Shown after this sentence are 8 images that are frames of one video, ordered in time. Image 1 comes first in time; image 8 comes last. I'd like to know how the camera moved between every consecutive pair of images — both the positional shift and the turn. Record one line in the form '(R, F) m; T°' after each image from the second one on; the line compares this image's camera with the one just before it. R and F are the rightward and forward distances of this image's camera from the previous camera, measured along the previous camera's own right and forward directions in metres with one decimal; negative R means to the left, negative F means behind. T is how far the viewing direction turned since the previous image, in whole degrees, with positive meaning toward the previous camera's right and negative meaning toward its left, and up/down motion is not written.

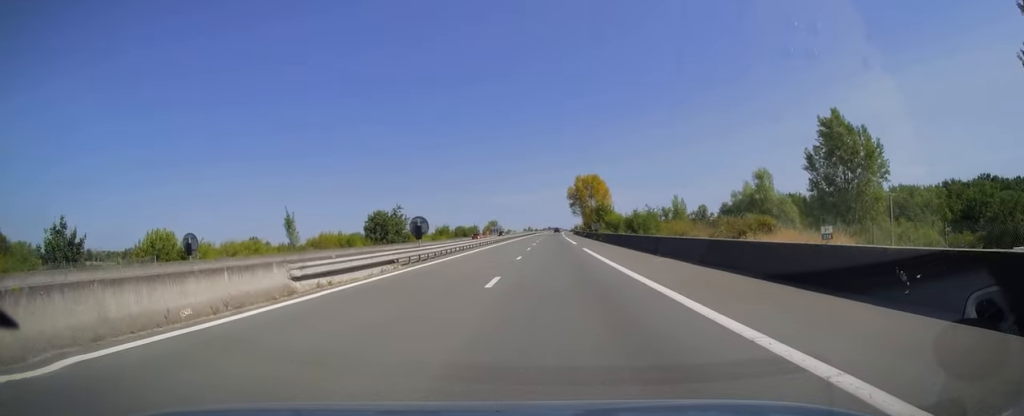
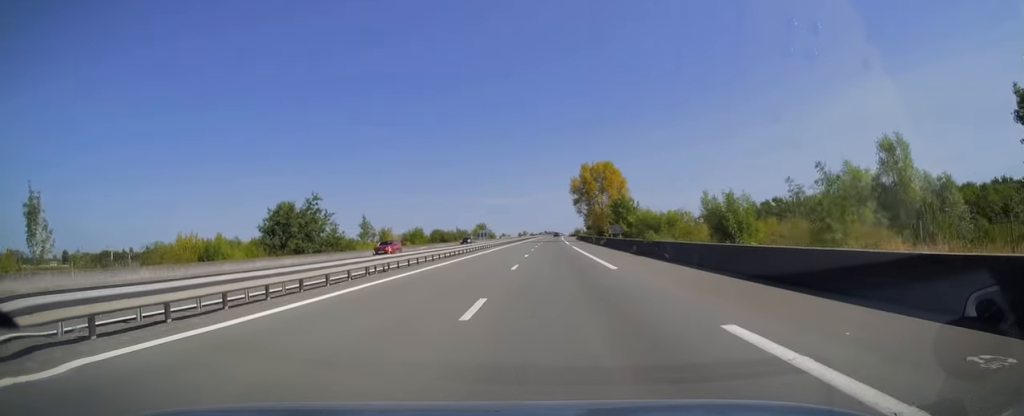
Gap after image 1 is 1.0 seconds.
(-0.1, +31.4) m; 0°
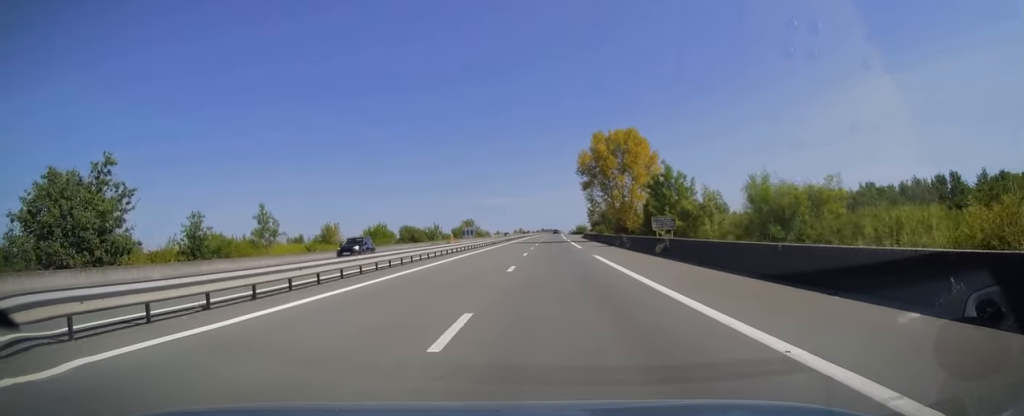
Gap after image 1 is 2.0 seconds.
(0.0, +29.2) m; 0°
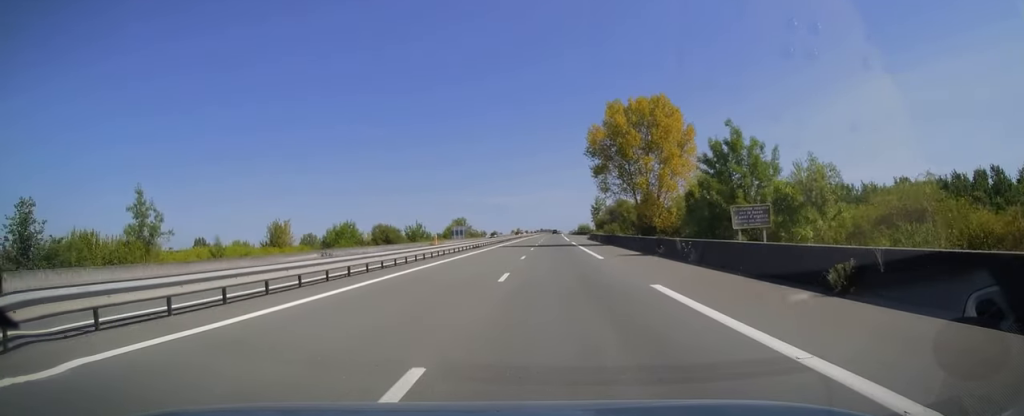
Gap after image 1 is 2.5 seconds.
(0.0, +17.4) m; 0°
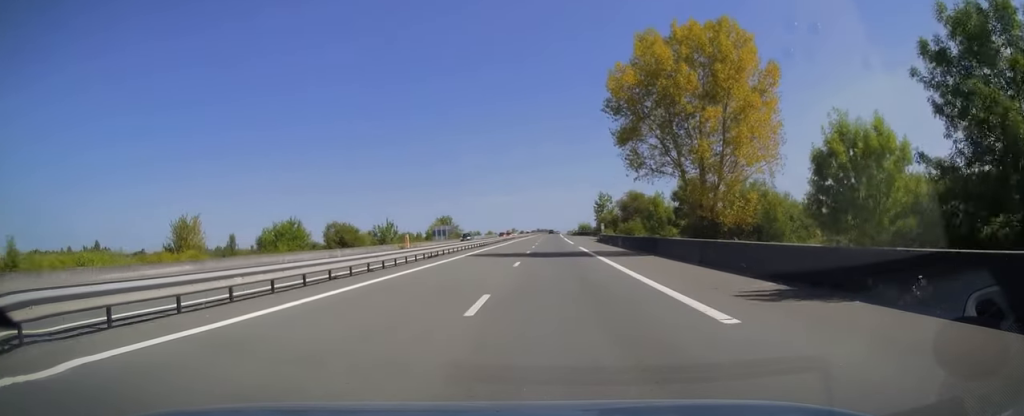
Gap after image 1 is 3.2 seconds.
(0.0, +20.0) m; 0°
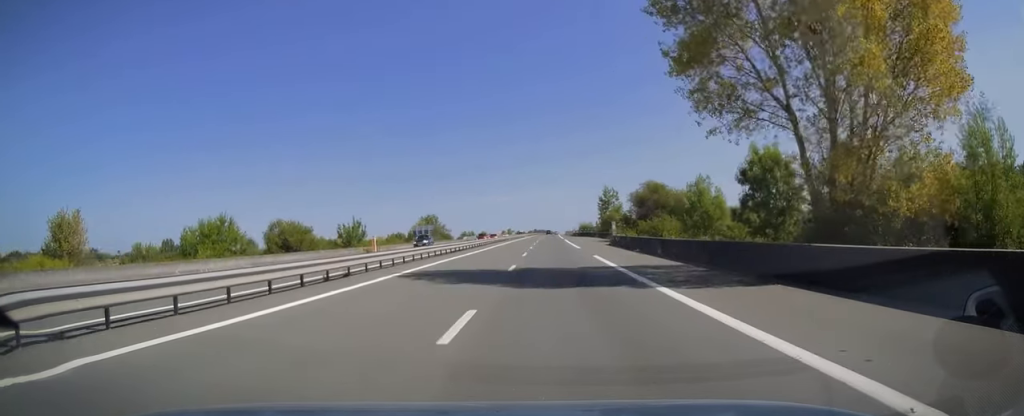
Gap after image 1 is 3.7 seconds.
(0.0, +16.3) m; 0°
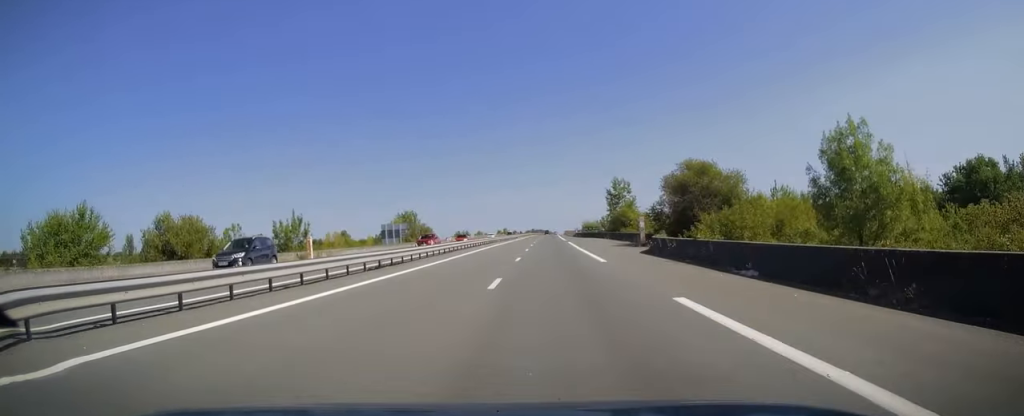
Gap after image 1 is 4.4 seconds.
(+0.1, +20.4) m; 0°
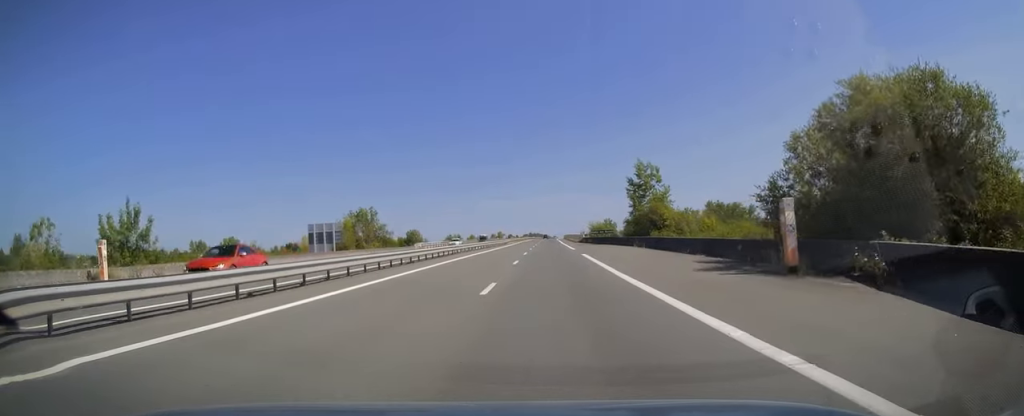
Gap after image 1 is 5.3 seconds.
(0.0, +27.9) m; 0°
